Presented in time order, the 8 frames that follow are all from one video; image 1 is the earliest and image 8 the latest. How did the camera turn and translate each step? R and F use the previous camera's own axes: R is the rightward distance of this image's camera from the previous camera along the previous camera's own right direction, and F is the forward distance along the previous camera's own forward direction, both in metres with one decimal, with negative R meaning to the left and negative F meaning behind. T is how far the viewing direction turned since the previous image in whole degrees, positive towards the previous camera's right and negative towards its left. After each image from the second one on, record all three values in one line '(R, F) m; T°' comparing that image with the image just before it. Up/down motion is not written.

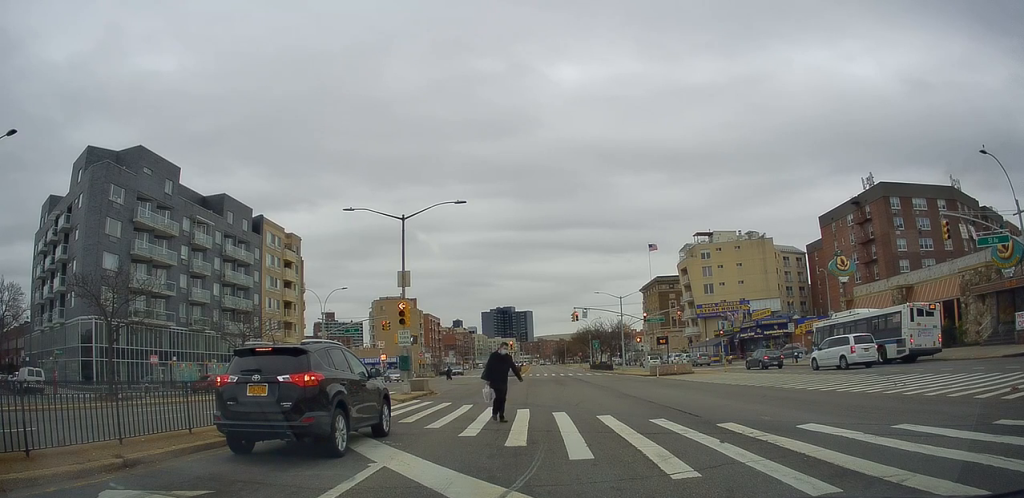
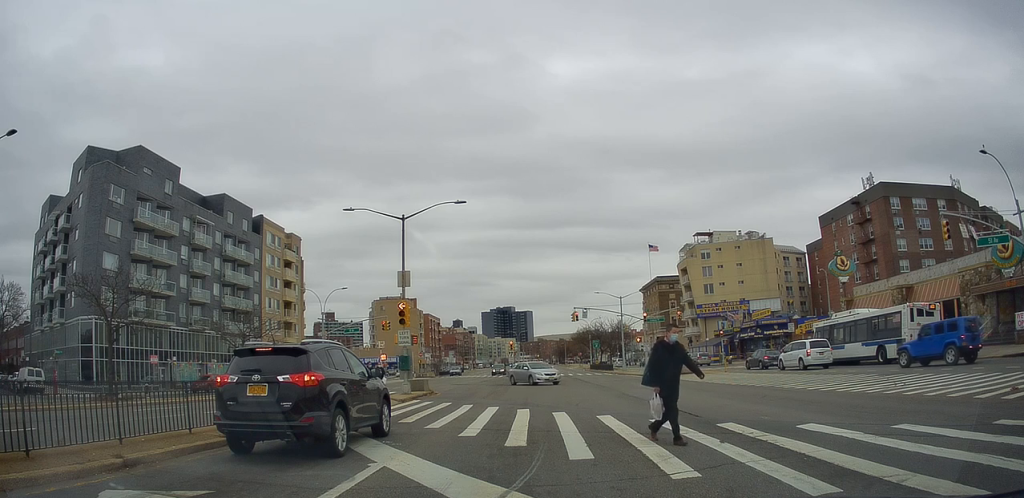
(0.0, 0.0) m; 0°
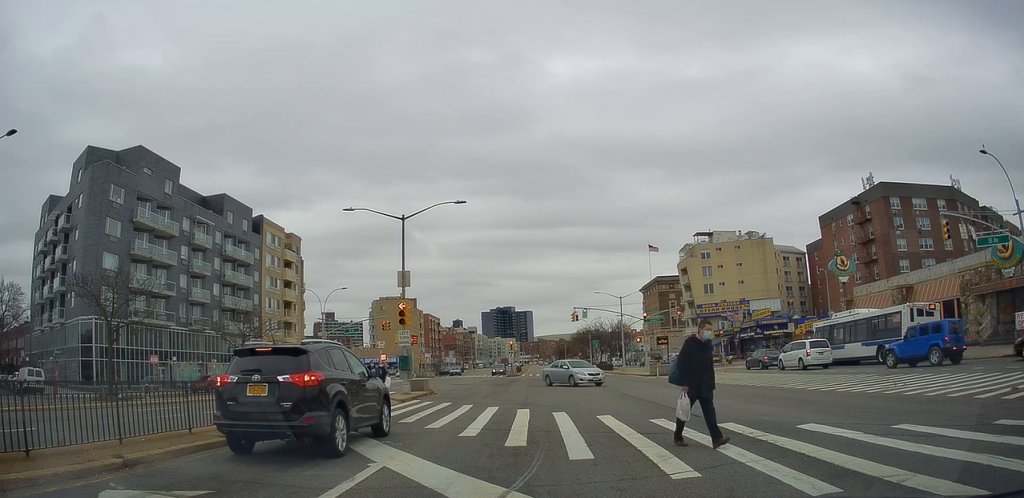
(0.0, 0.0) m; 0°
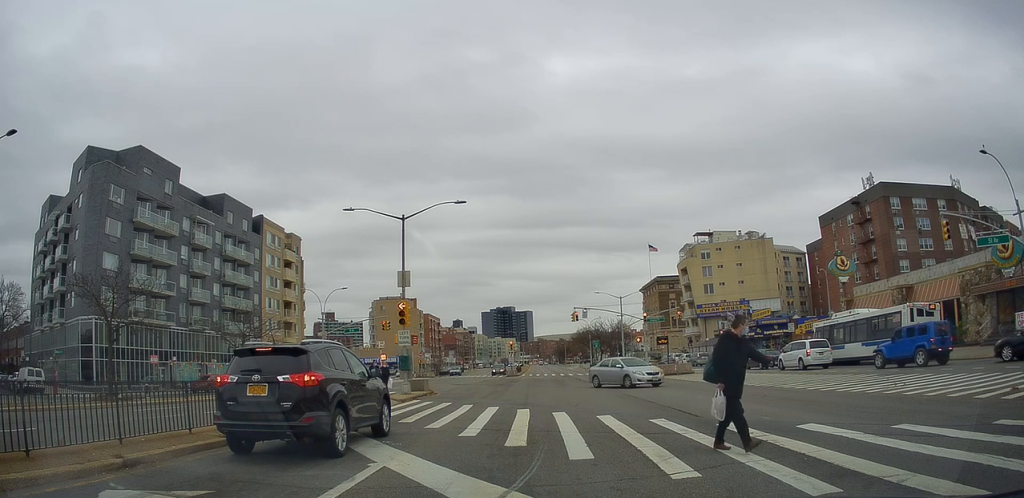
(0.0, 0.0) m; 0°
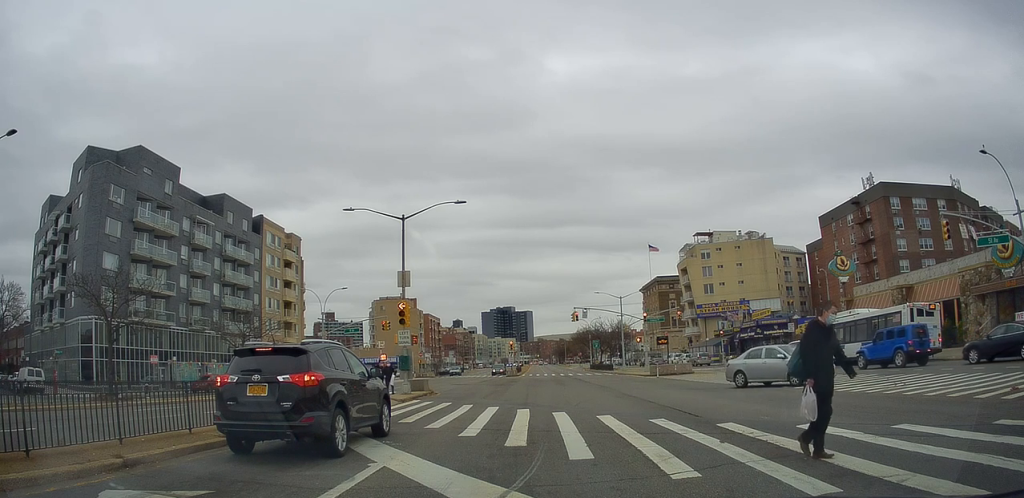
(0.0, 0.0) m; 0°
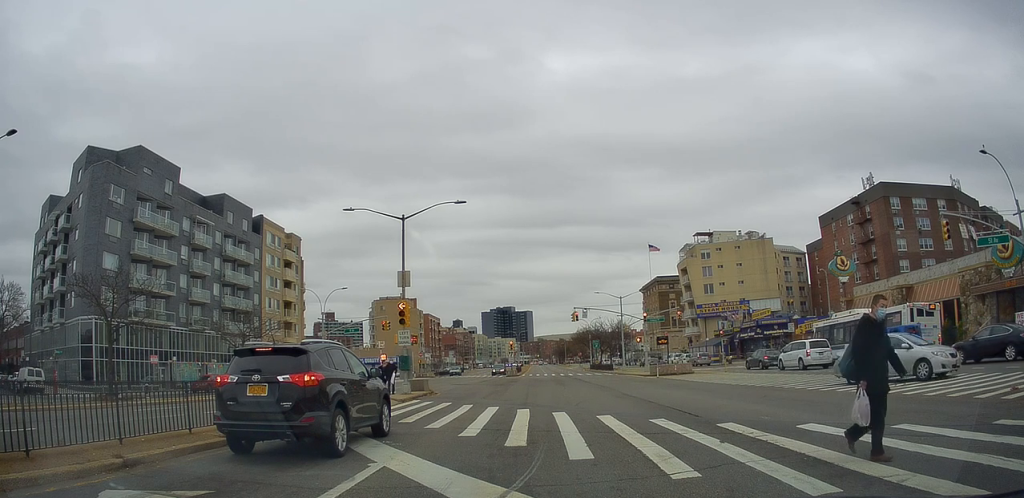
(0.0, 0.0) m; 0°
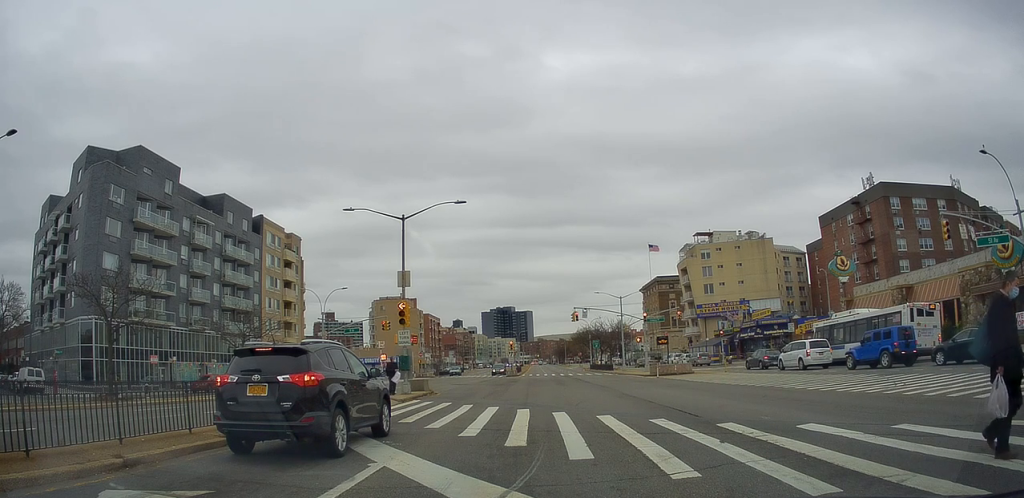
(0.0, 0.0) m; 0°
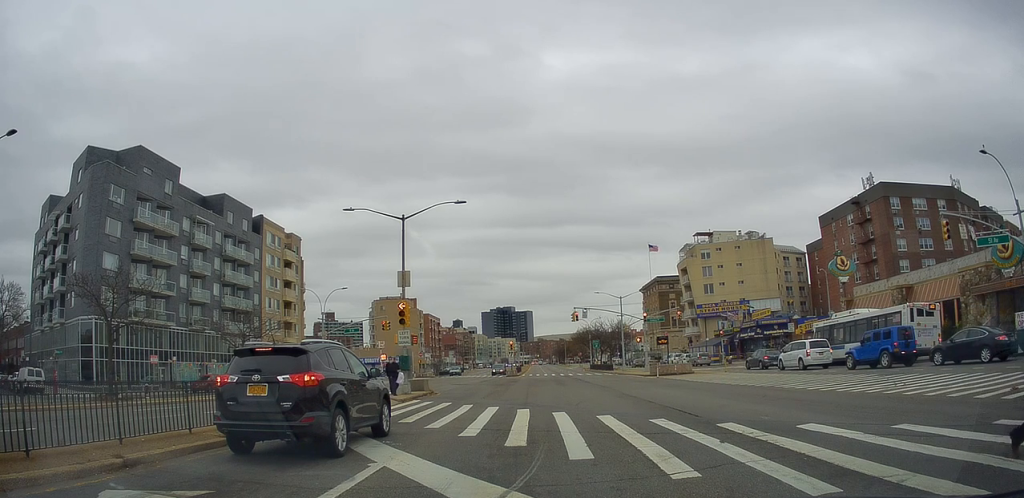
(0.0, 0.0) m; 0°
